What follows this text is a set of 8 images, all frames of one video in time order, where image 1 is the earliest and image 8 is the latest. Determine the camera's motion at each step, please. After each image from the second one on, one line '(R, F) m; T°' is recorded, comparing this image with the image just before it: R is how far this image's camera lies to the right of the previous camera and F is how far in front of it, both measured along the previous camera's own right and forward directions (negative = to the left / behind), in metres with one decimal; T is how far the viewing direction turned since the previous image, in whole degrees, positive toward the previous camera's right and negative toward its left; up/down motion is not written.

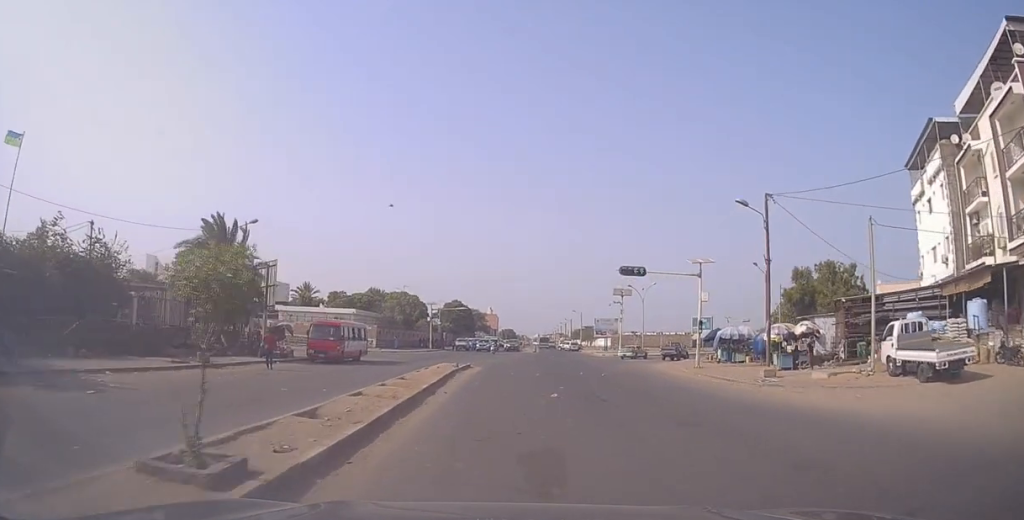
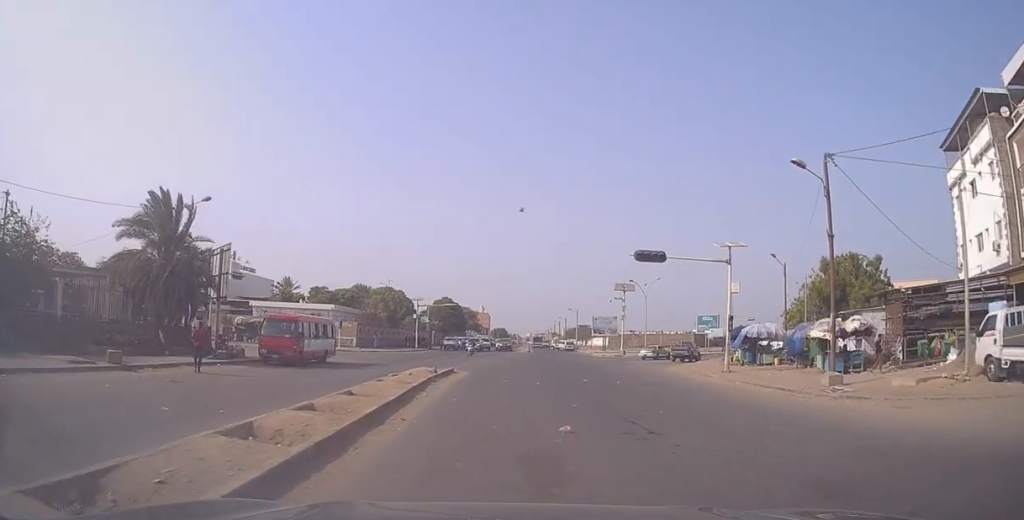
(0.0, +5.2) m; 0°
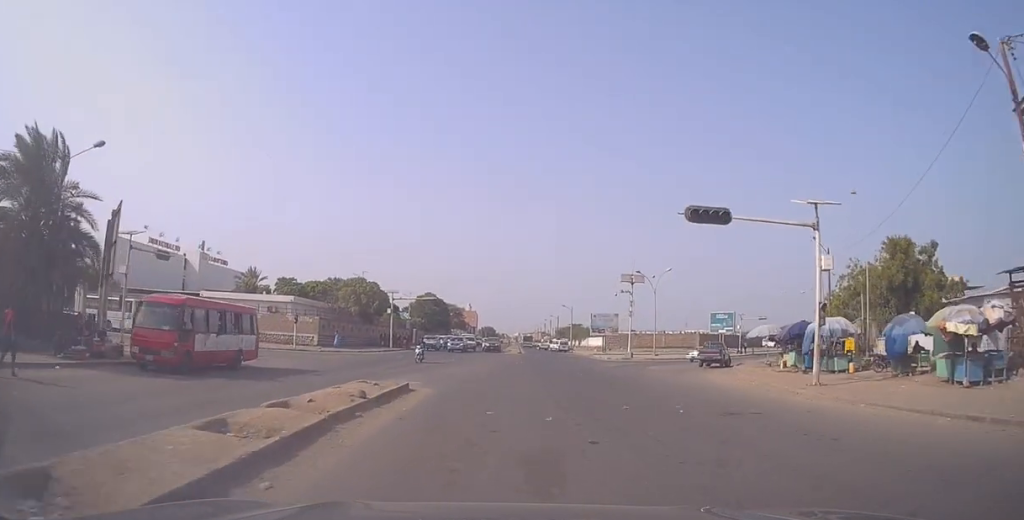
(-0.1, +8.7) m; -1°
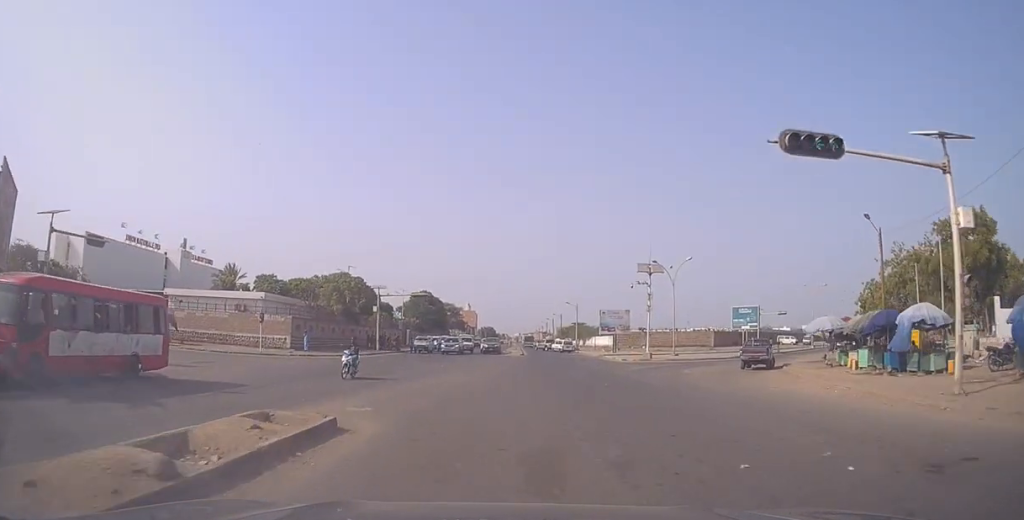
(-0.1, +7.0) m; -1°
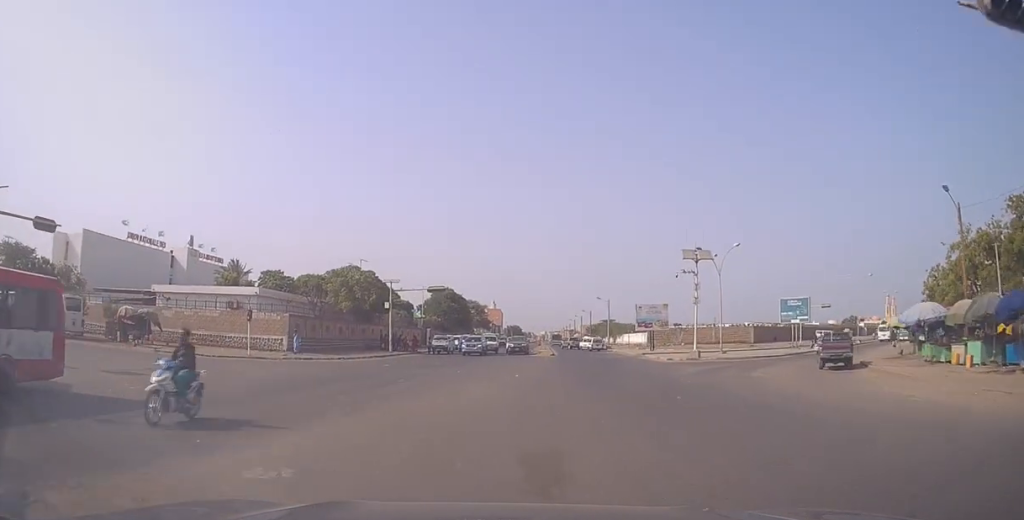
(+0.1, +6.4) m; -2°
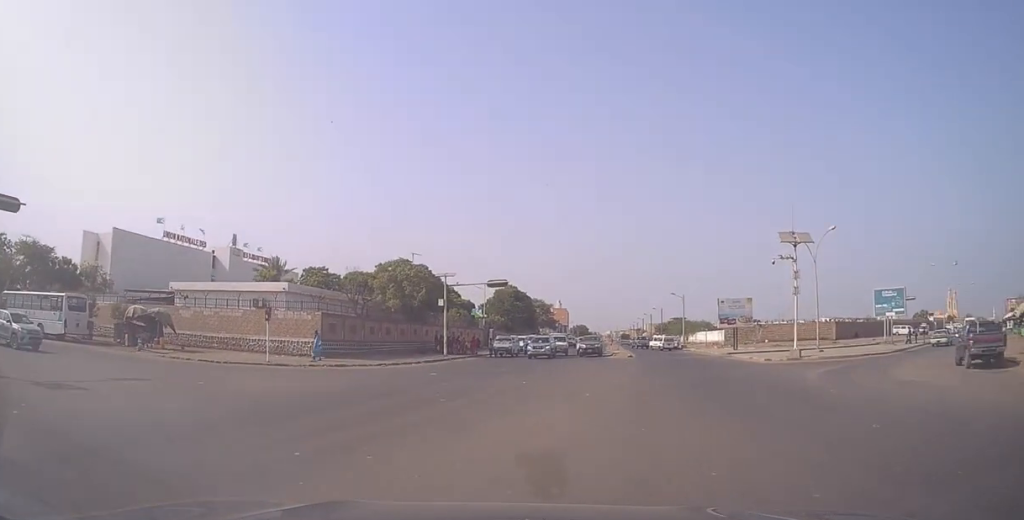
(-0.3, +7.1) m; -7°
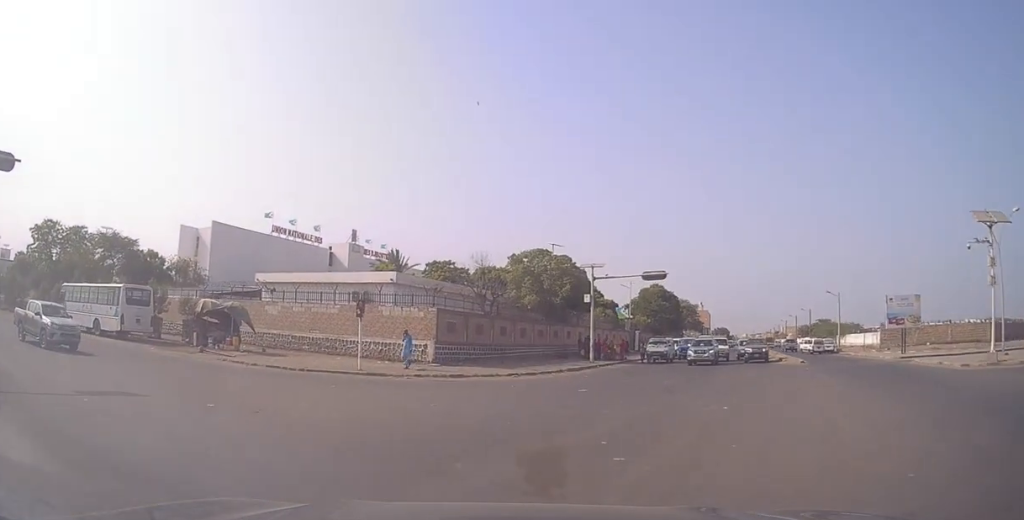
(-0.8, +8.8) m; -13°
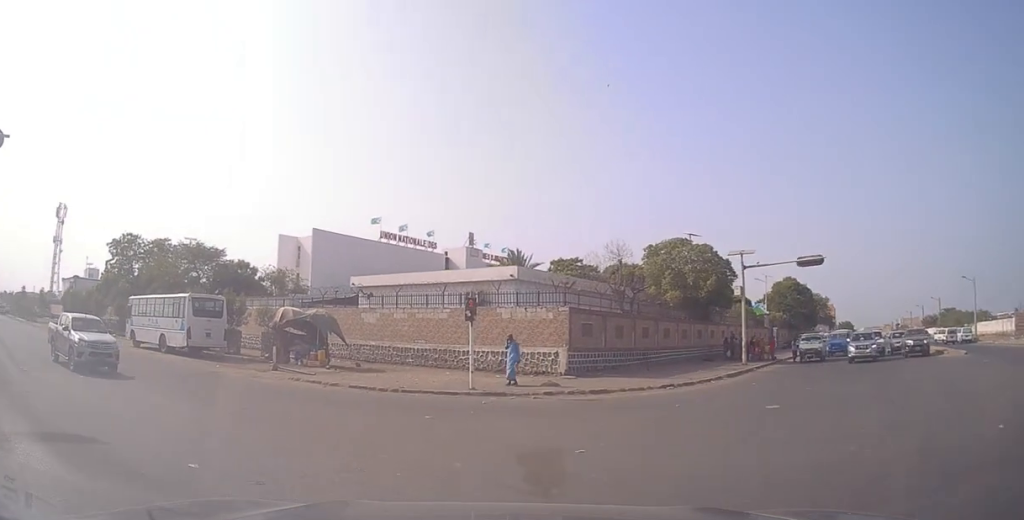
(-0.5, +6.5) m; -12°
